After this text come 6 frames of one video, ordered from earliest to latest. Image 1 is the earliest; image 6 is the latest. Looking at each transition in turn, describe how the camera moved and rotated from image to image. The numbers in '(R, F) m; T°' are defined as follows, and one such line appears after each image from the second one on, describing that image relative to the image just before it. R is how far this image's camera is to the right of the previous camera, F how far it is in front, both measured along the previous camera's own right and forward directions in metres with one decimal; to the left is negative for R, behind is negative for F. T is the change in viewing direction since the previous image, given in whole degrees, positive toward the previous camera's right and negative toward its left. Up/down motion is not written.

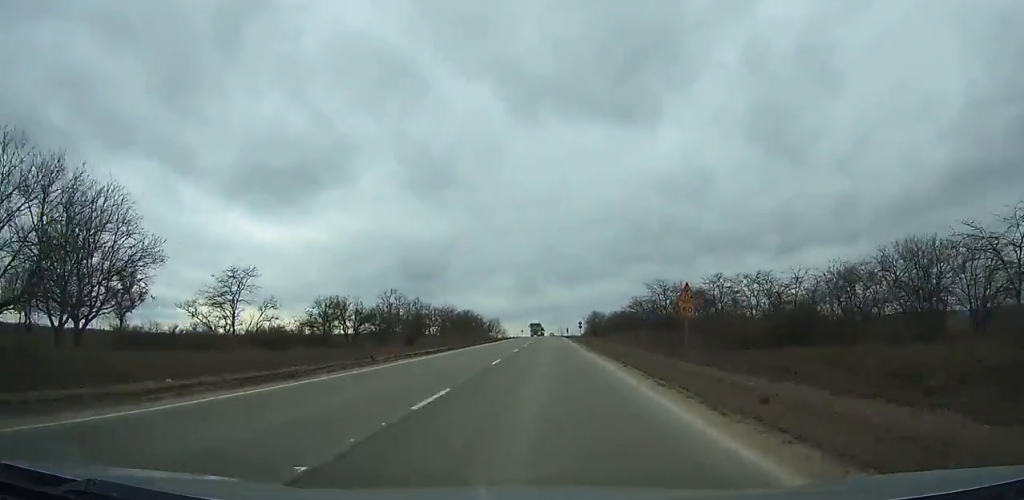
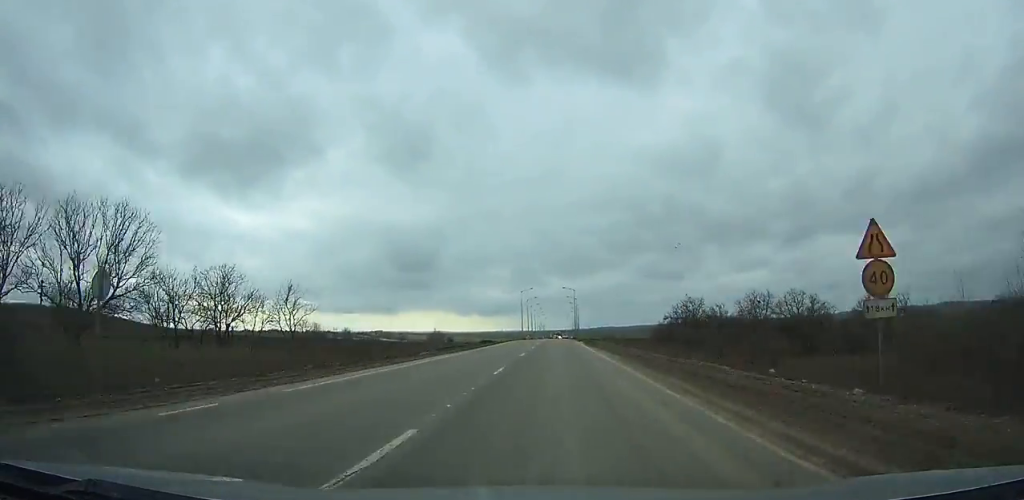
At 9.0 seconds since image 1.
(-1.5, +195.0) m; -1°
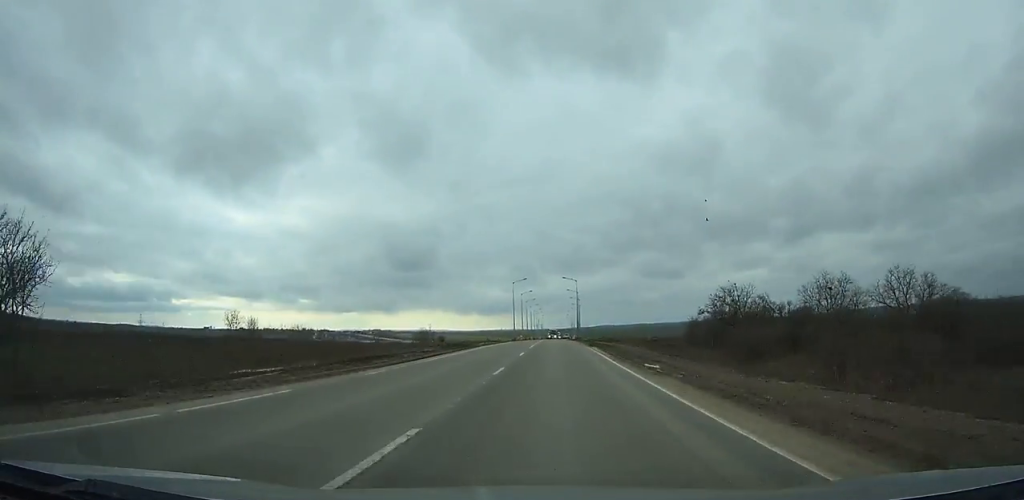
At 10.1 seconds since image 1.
(0.0, +23.1) m; 0°
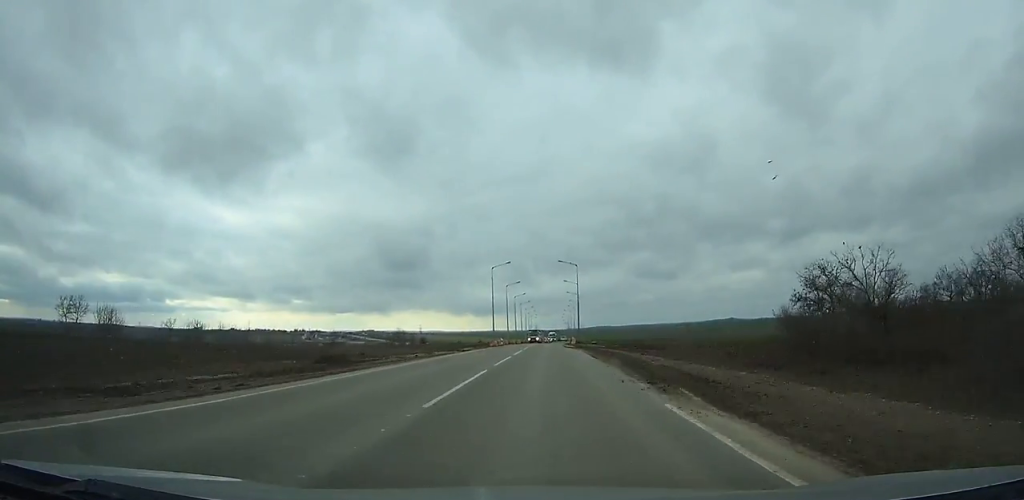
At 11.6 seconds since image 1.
(0.0, +28.8) m; 0°
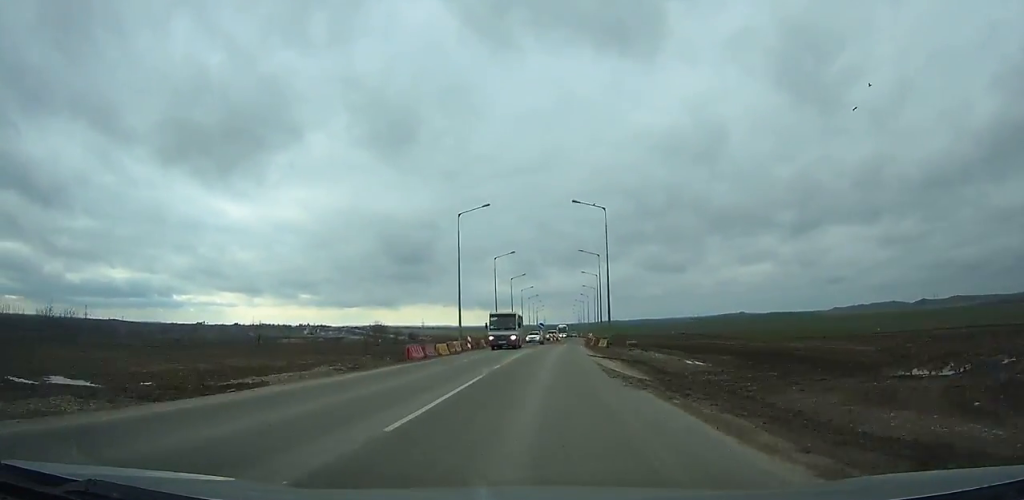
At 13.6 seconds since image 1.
(+0.1, +37.4) m; +1°
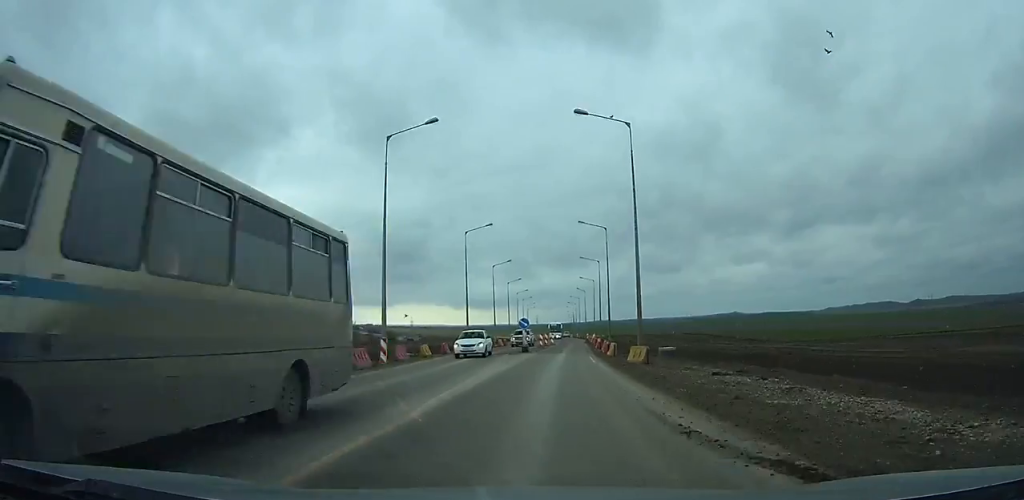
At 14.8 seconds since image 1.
(+0.2, +21.5) m; +1°
